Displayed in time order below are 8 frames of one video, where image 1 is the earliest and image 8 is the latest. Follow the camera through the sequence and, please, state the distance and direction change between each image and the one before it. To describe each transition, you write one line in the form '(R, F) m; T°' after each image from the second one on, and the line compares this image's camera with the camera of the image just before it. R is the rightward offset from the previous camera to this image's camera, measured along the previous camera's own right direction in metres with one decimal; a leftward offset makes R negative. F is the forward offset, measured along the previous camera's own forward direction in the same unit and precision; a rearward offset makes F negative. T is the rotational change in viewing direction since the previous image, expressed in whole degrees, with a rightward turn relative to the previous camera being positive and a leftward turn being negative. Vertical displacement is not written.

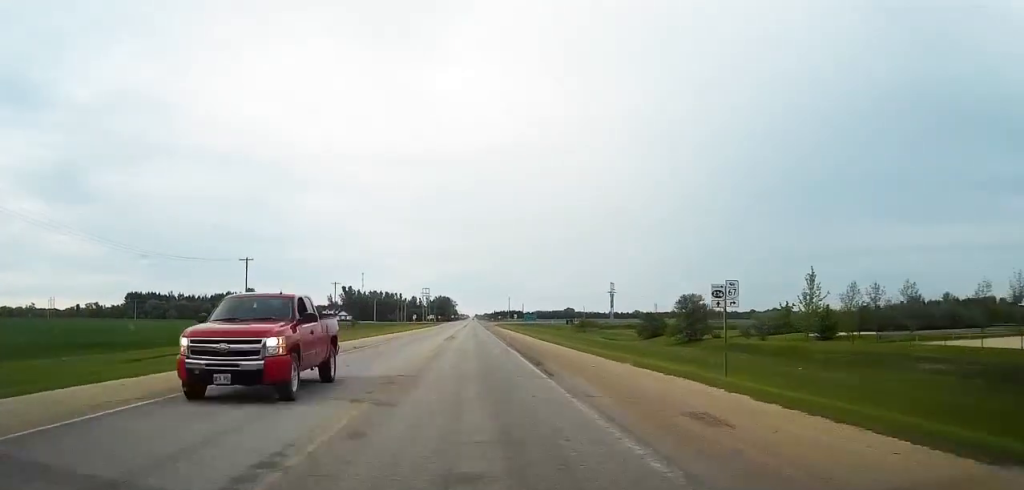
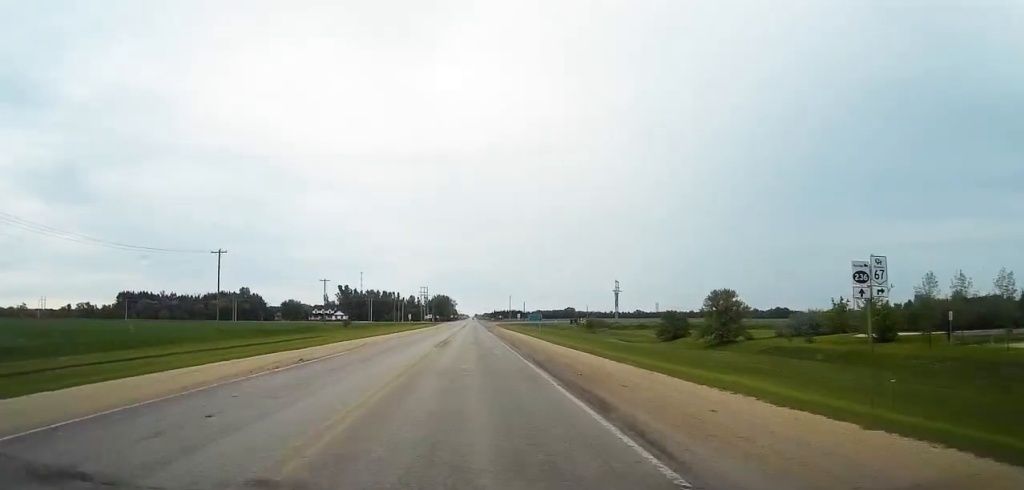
(+0.1, +11.7) m; 0°
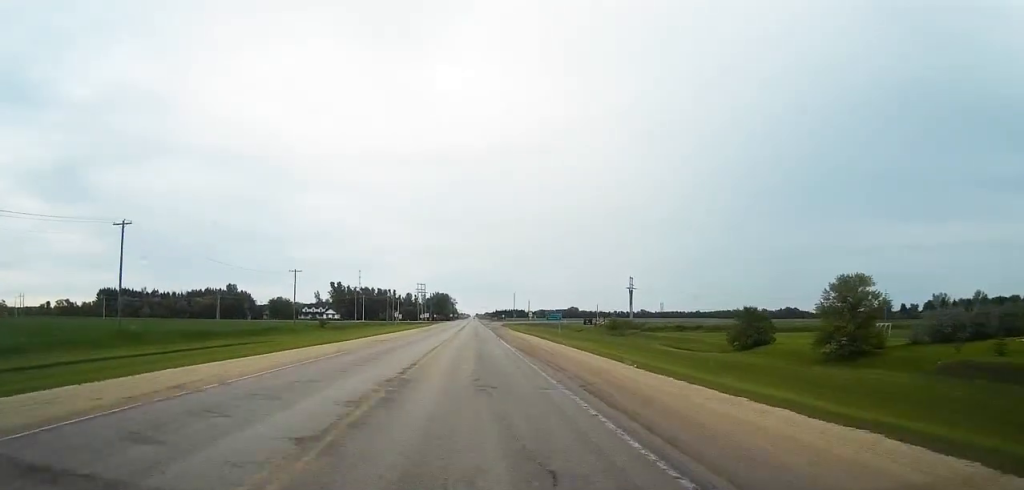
(0.0, +28.4) m; 0°
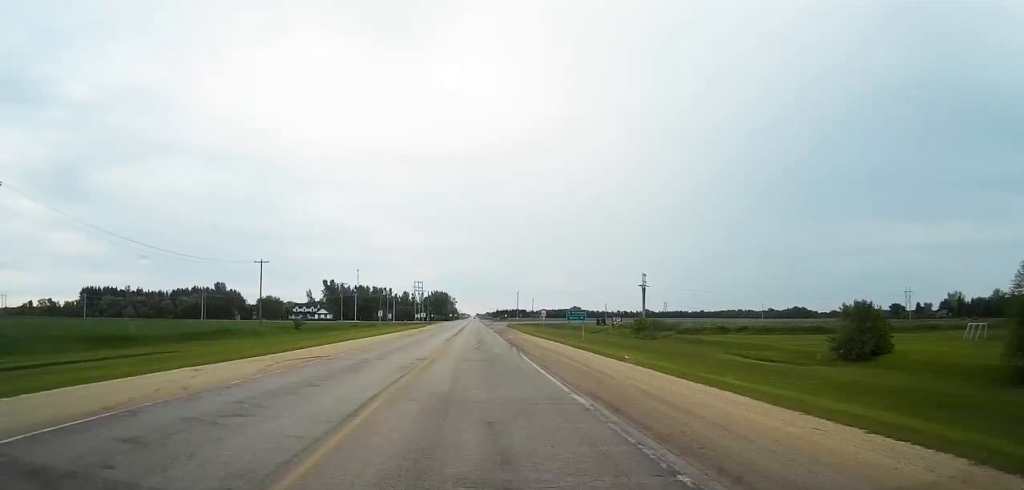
(0.0, +22.2) m; 0°
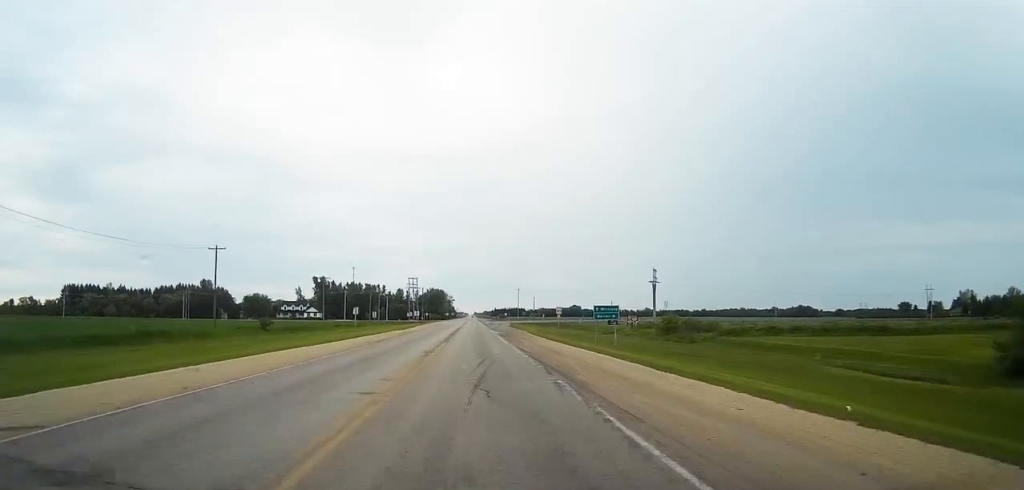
(-0.1, +19.7) m; 0°
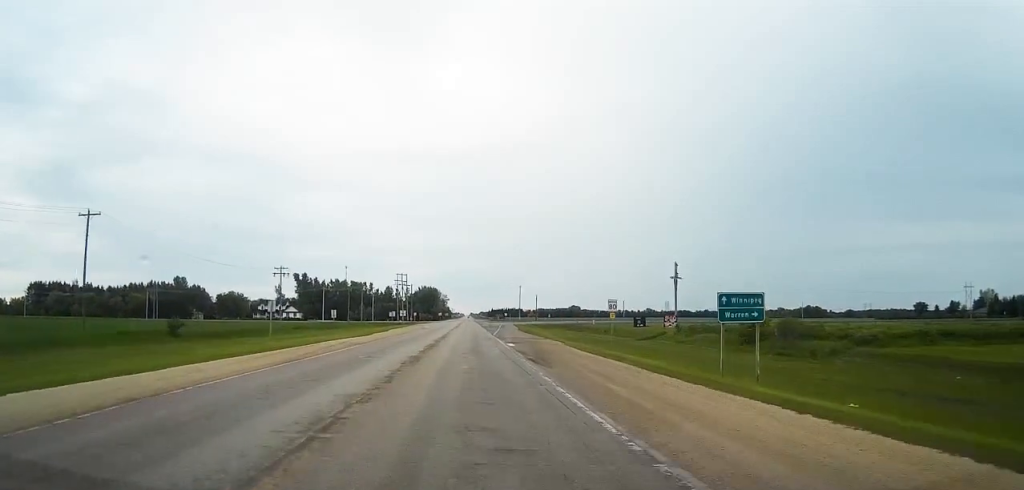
(+0.2, +33.0) m; +1°
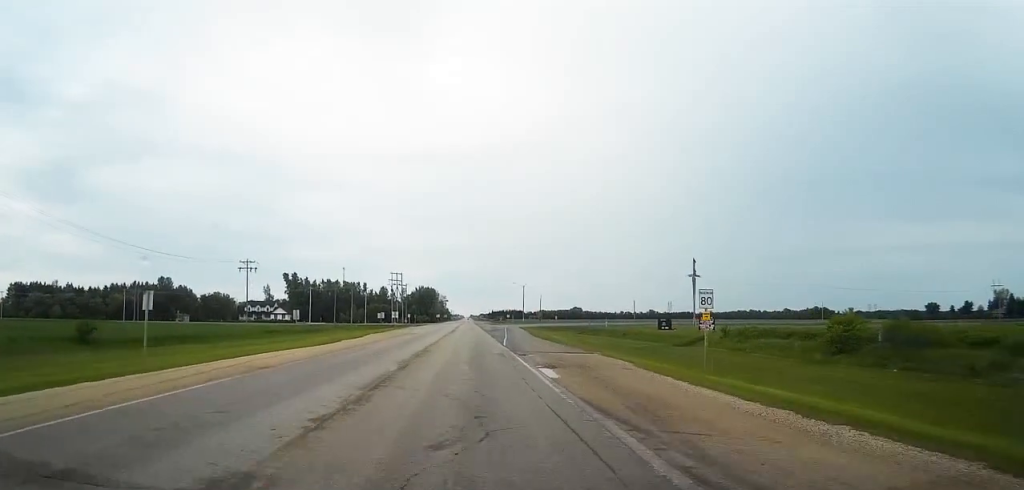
(+0.1, +19.4) m; 0°
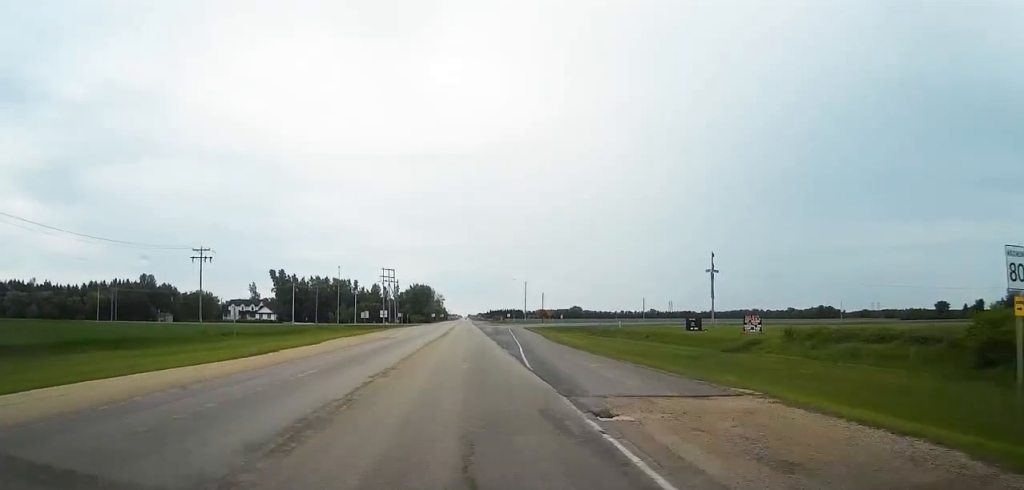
(+0.1, +18.4) m; 0°
